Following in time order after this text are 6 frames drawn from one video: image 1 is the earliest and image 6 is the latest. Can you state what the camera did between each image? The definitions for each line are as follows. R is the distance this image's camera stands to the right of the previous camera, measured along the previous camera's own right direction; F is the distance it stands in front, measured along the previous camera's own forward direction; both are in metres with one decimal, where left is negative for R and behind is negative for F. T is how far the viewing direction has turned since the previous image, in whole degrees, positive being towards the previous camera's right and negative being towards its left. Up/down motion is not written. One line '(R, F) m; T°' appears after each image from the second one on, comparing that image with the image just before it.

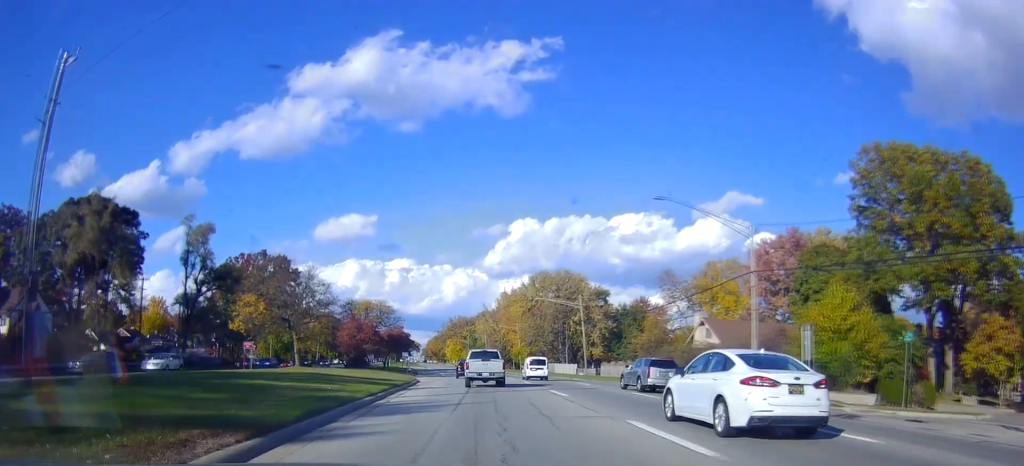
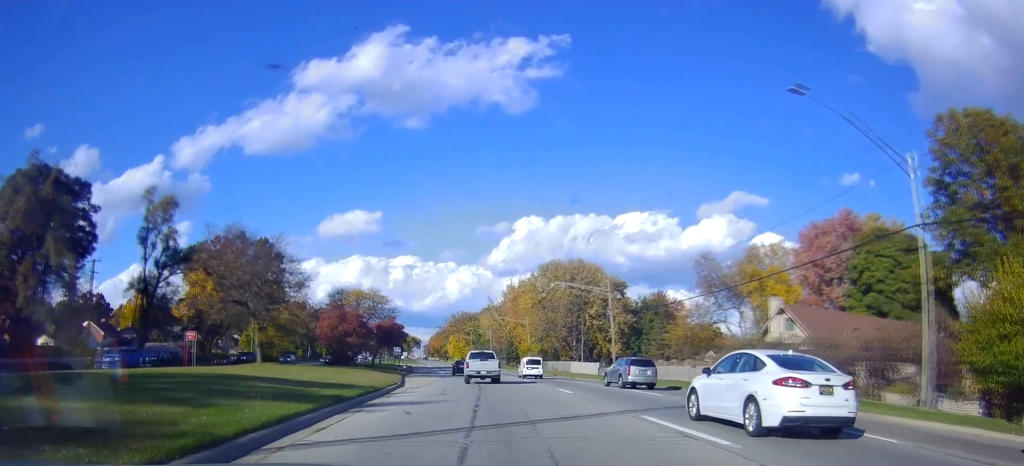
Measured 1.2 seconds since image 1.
(-0.2, +13.5) m; +1°
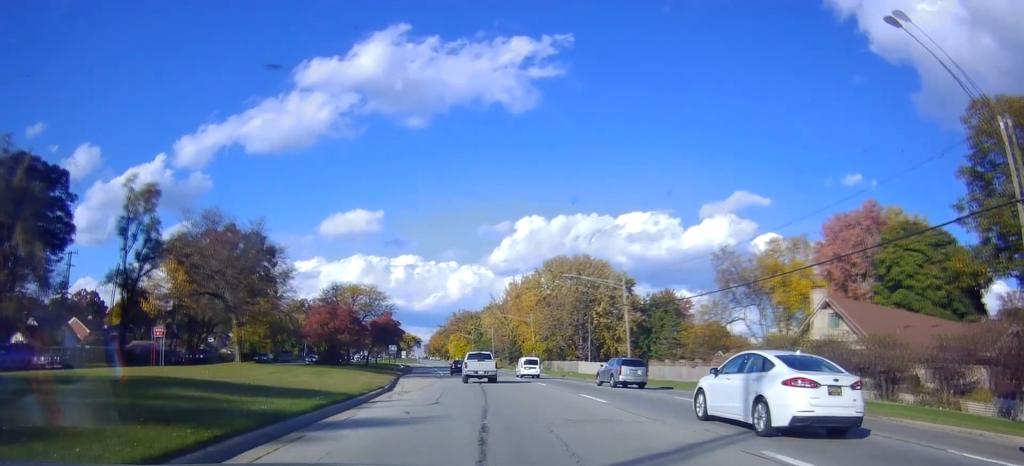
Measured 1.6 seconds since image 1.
(+0.2, +5.5) m; +1°
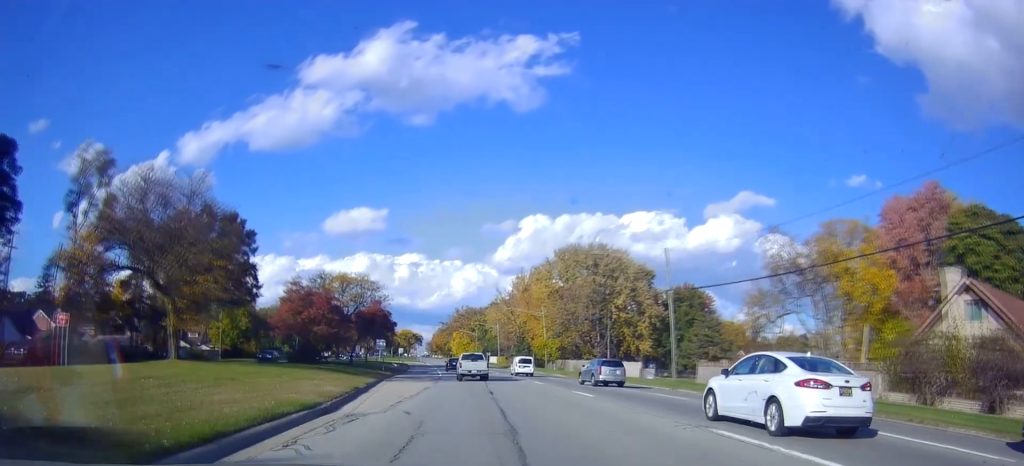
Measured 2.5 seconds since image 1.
(+0.3, +11.7) m; +1°
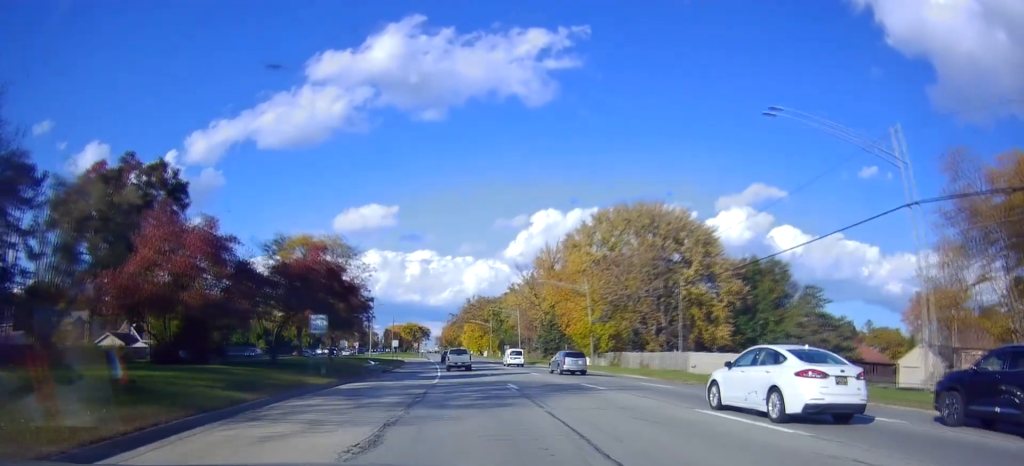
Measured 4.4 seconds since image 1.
(-1.1, +27.0) m; -4°
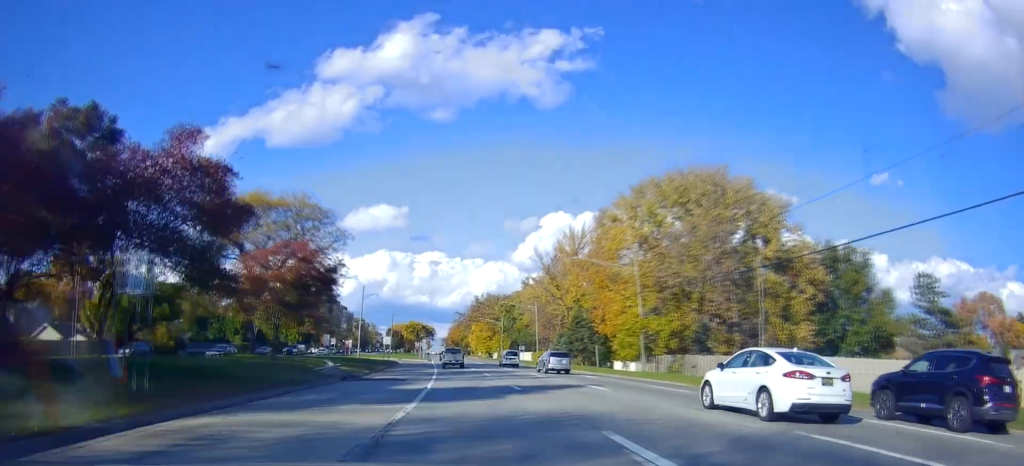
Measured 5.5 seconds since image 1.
(+0.2, +17.9) m; +1°
